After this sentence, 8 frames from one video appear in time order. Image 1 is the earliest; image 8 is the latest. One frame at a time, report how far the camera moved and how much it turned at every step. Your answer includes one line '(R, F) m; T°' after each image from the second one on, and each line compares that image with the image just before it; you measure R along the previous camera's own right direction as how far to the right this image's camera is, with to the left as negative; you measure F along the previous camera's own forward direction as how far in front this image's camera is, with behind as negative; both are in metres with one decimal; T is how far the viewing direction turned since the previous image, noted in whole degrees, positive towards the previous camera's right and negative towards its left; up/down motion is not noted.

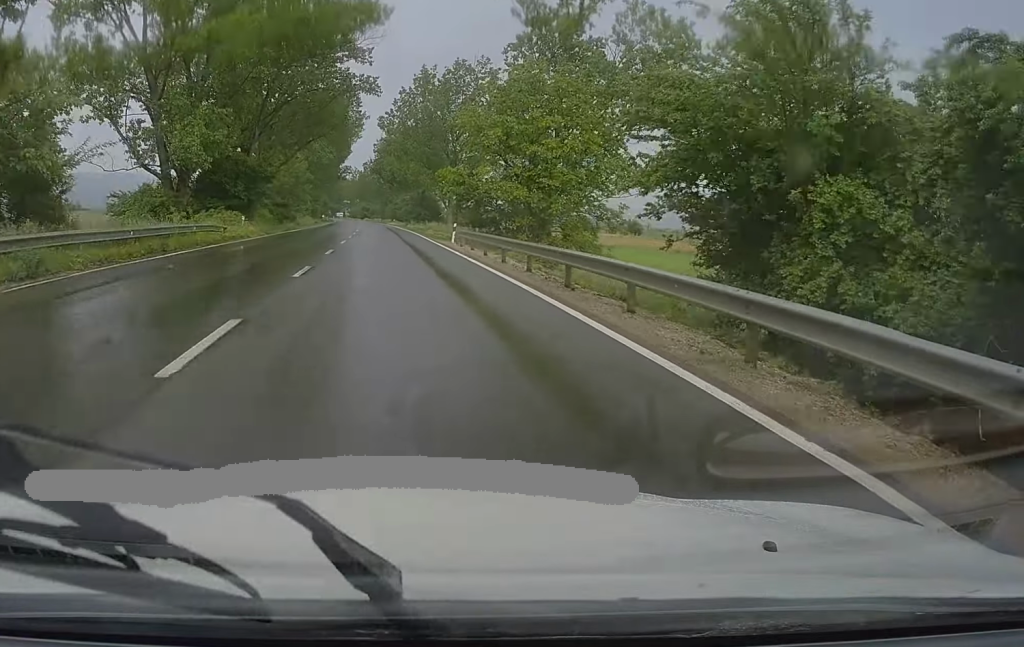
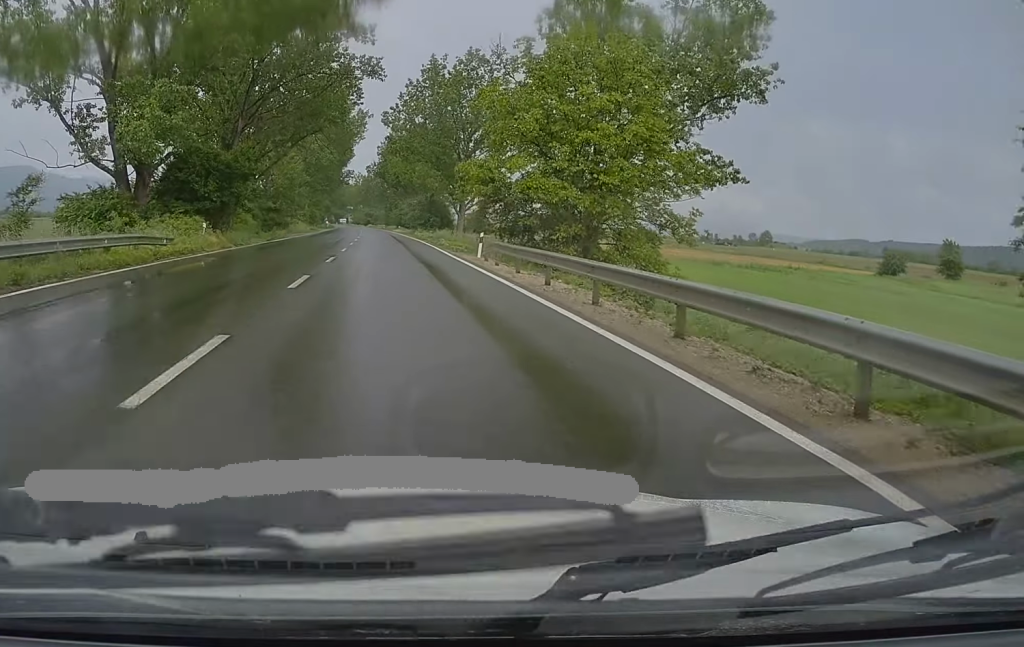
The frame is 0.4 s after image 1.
(0.0, +10.1) m; 0°
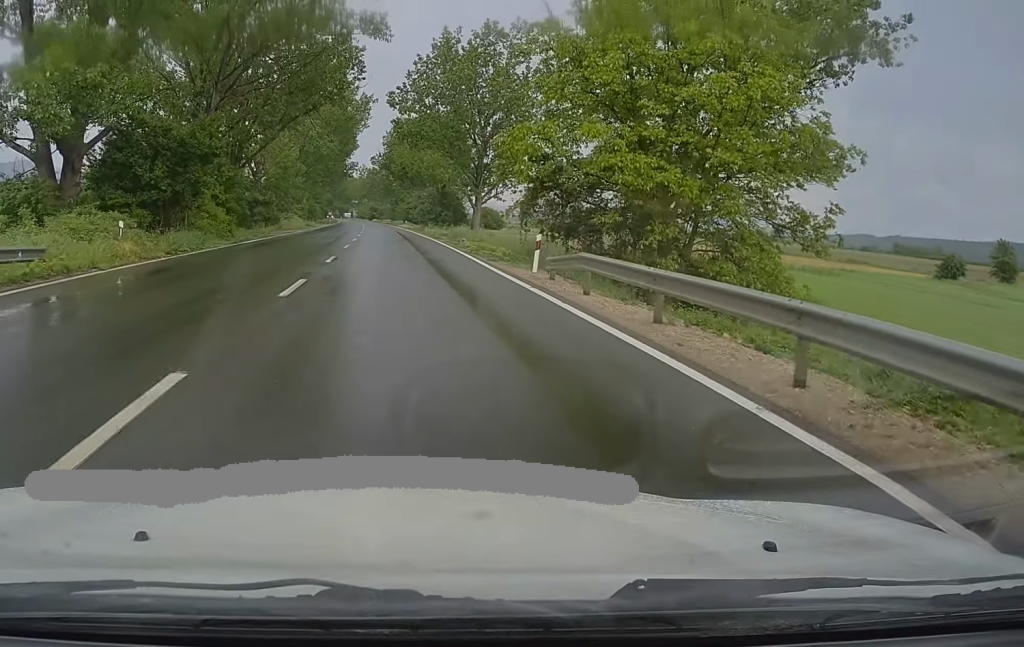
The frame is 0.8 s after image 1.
(0.0, +11.0) m; 0°
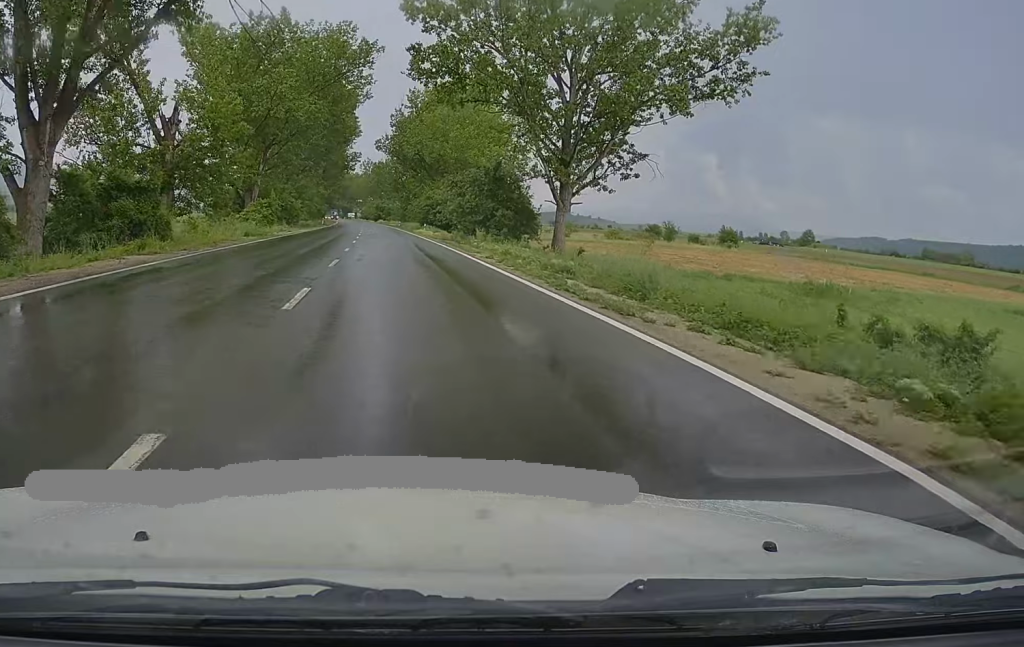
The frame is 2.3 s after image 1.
(-0.6, +37.5) m; -2°
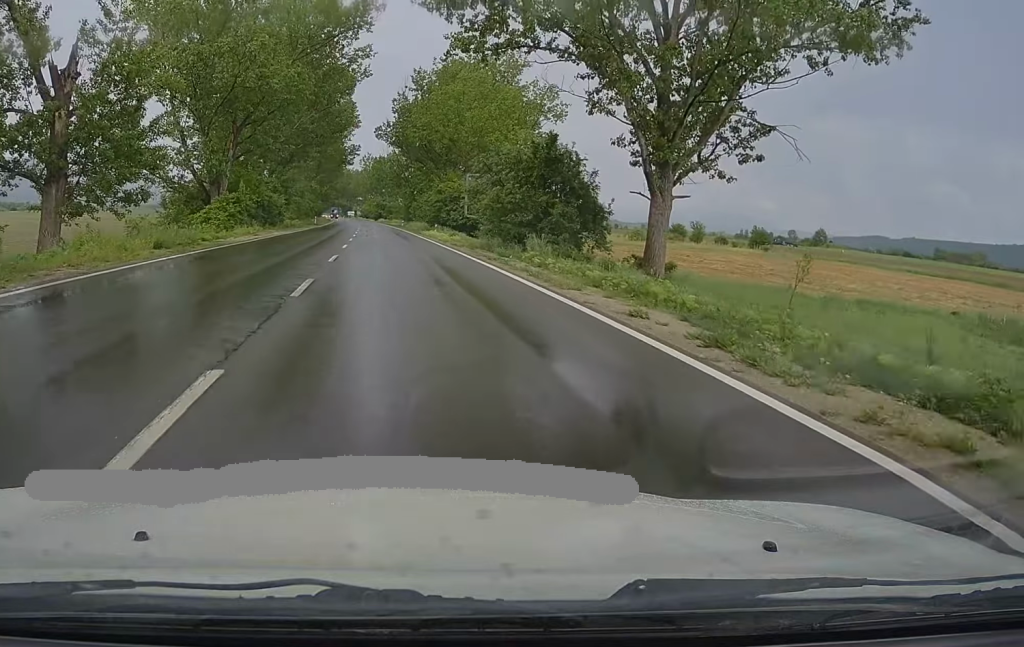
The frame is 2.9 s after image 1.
(-0.1, +16.2) m; 0°
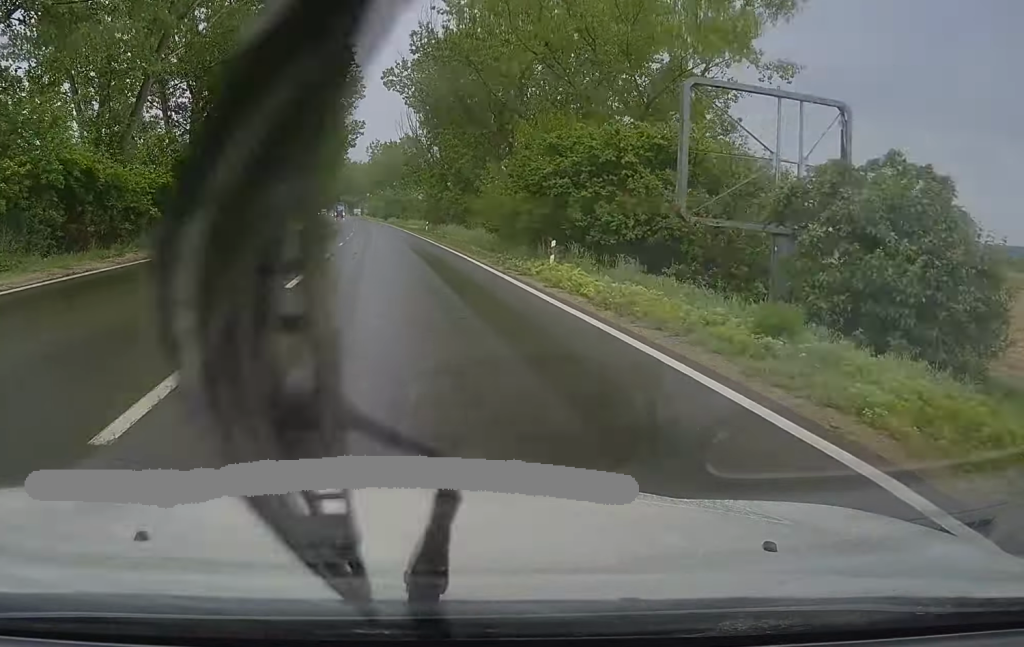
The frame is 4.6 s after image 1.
(0.0, +43.5) m; 0°
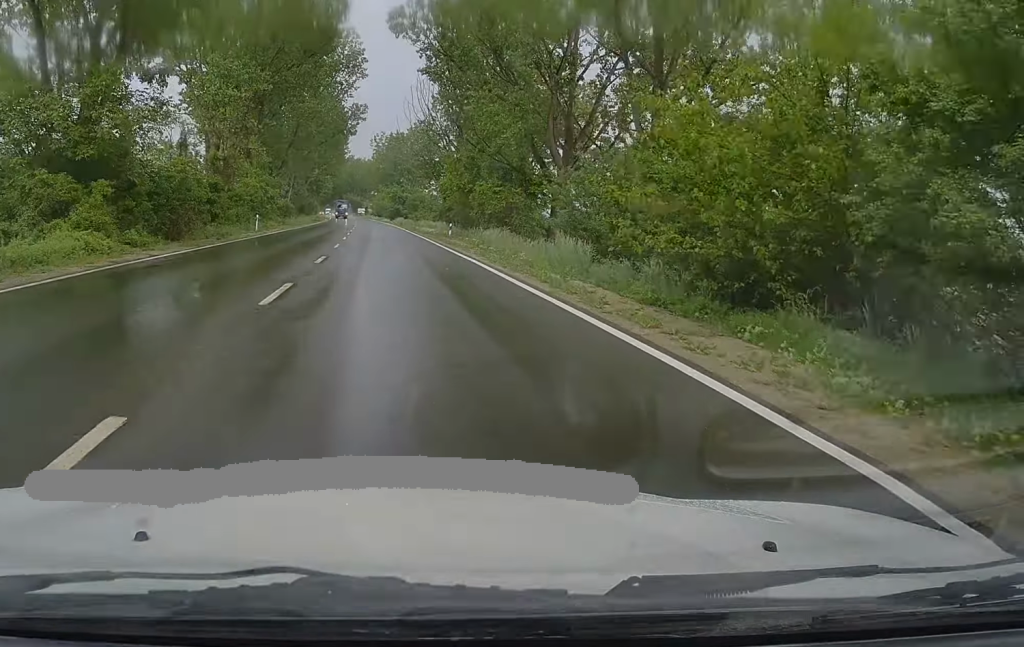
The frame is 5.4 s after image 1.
(0.0, +20.4) m; 0°
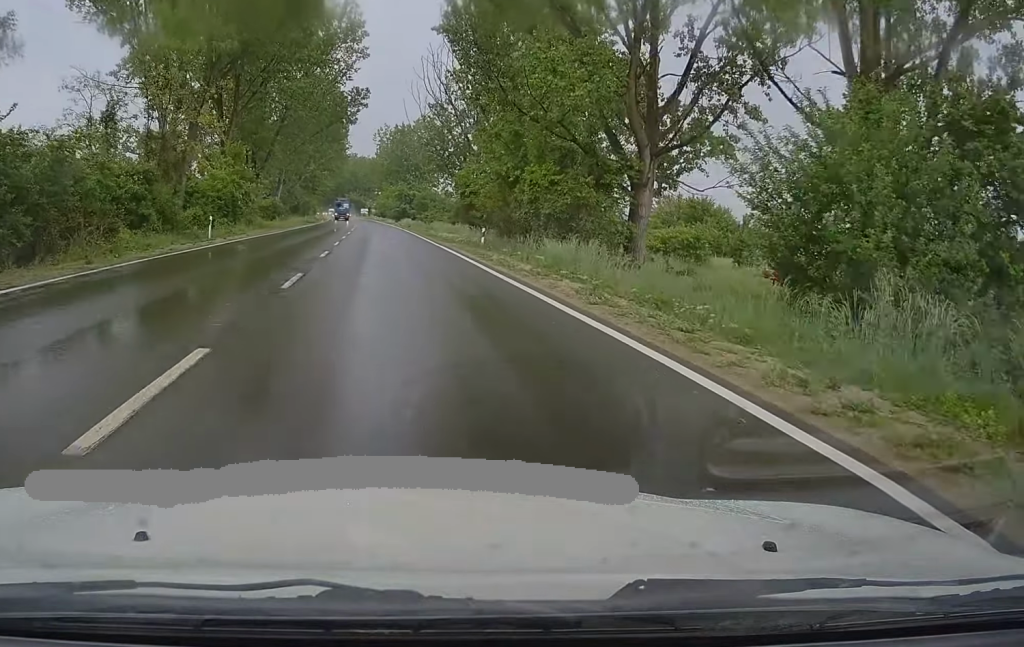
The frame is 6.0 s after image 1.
(0.0, +15.3) m; 0°
